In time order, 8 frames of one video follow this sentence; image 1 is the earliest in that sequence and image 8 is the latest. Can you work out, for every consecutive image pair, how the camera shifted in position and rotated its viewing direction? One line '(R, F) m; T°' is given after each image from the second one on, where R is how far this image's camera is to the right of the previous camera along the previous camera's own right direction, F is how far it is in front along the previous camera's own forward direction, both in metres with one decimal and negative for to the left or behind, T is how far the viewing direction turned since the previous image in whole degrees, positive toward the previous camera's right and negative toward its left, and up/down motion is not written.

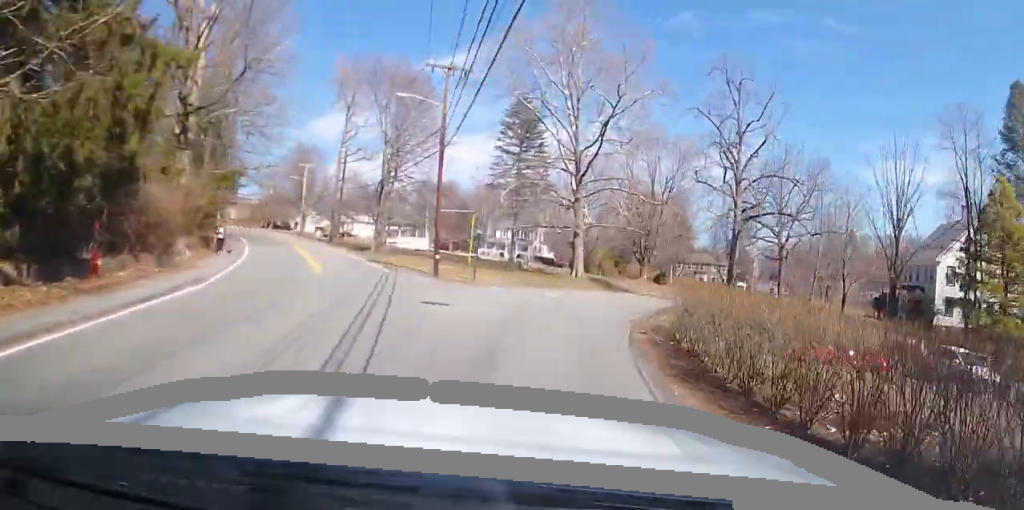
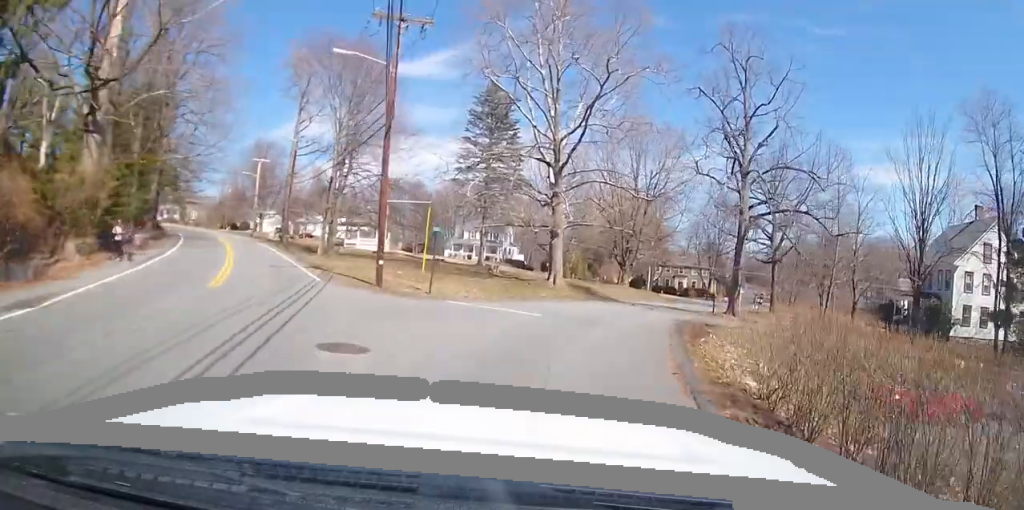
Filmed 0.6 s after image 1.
(+0.3, +6.6) m; +2°
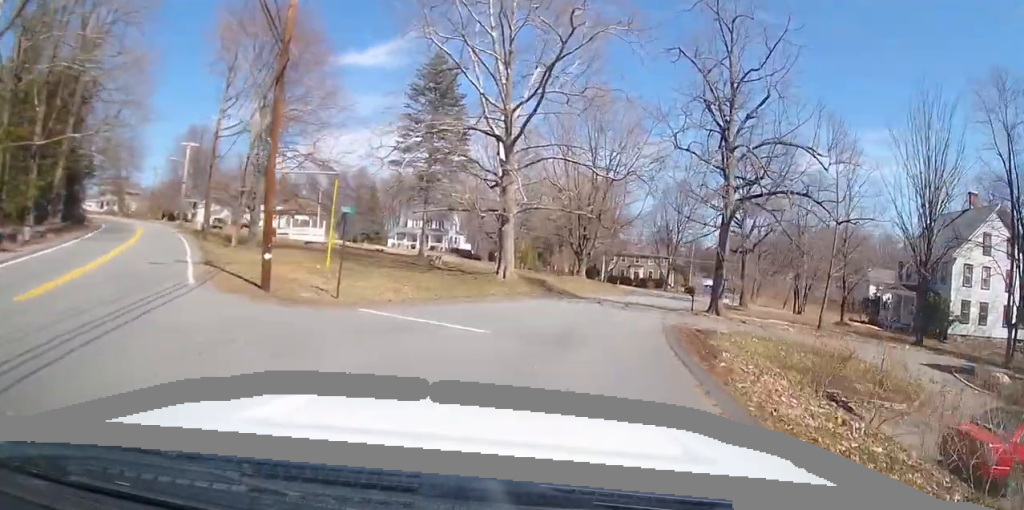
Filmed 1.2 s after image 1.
(+0.2, +6.1) m; +2°
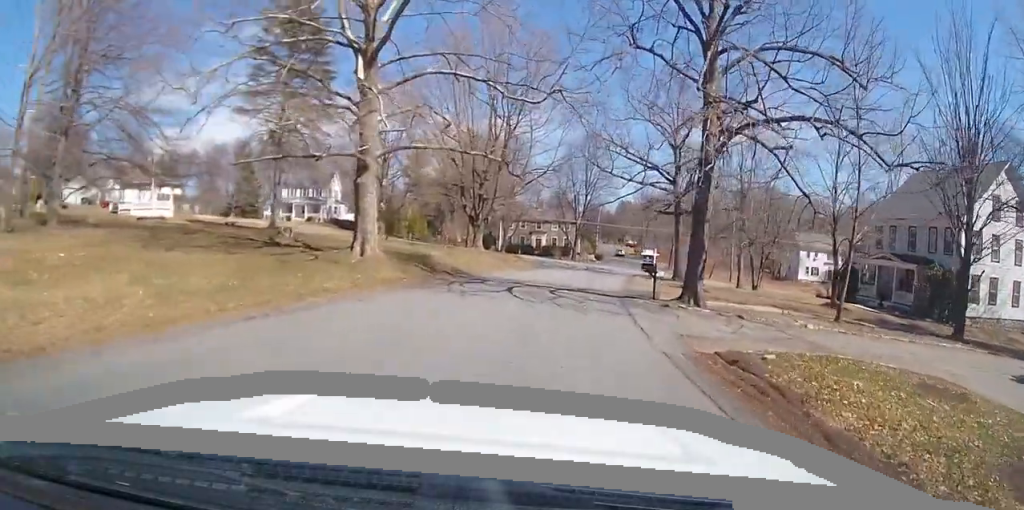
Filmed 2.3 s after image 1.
(+0.1, +12.2) m; +3°
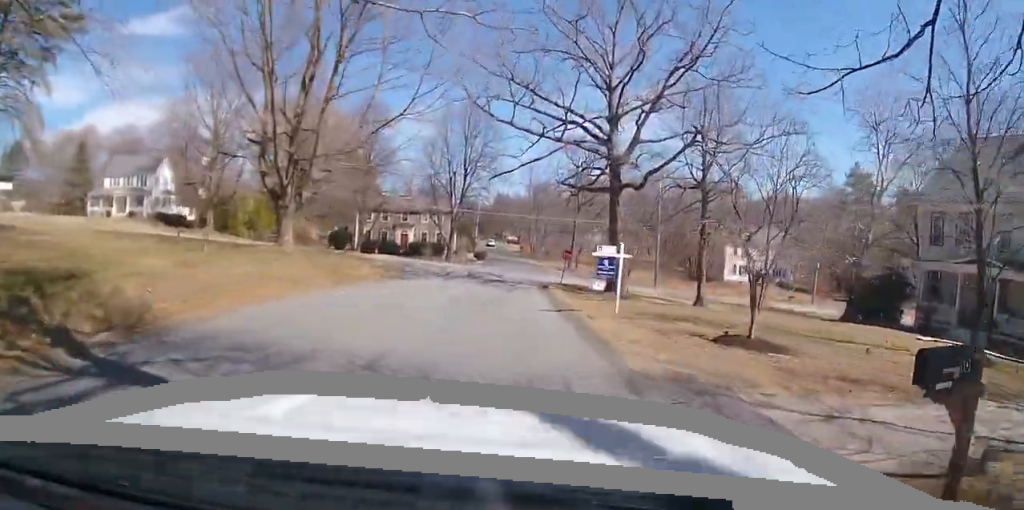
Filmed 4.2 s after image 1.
(+2.7, +18.4) m; +20°
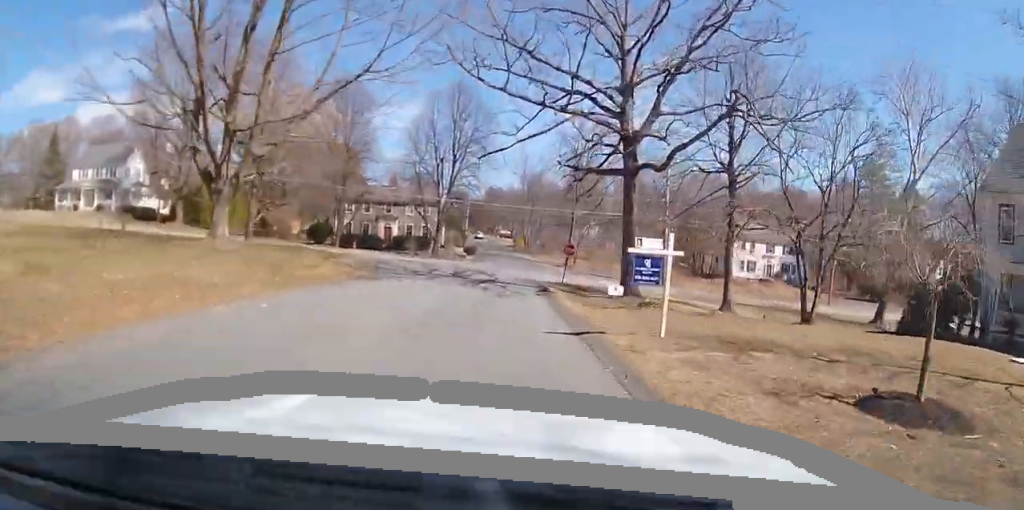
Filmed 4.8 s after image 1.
(+0.4, +5.5) m; +5°
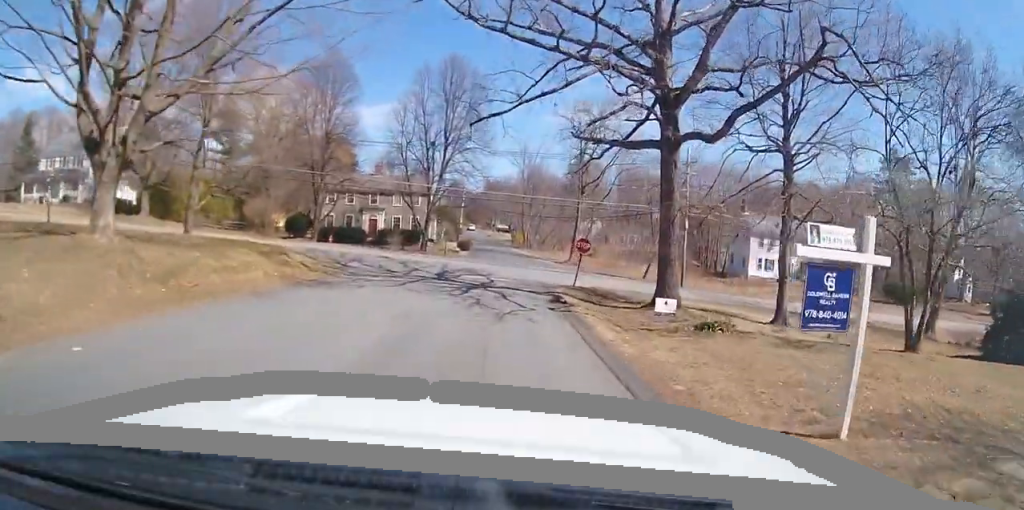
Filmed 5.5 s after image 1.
(+0.4, +6.5) m; +4°
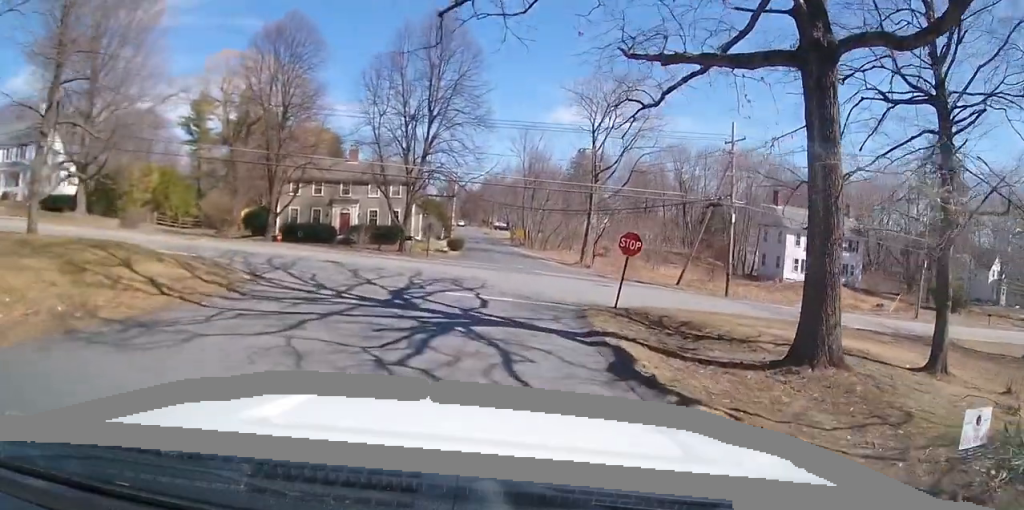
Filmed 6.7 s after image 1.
(+0.3, +10.7) m; -3°
